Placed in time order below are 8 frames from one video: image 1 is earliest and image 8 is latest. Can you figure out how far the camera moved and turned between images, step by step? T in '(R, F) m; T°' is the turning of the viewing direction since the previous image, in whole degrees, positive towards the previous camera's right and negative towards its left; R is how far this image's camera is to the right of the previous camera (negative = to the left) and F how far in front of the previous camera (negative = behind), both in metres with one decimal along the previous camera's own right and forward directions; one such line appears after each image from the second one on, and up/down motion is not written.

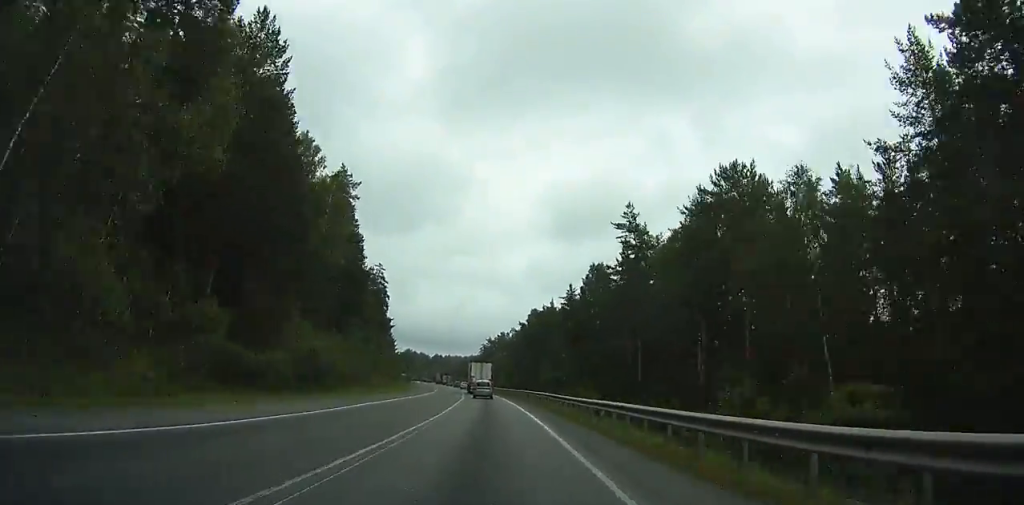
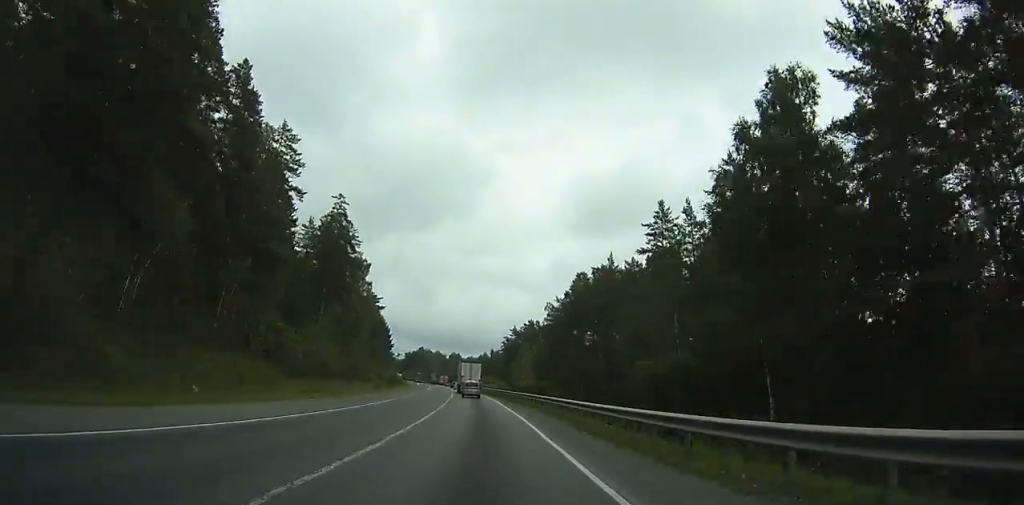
(-0.9, +52.1) m; -3°
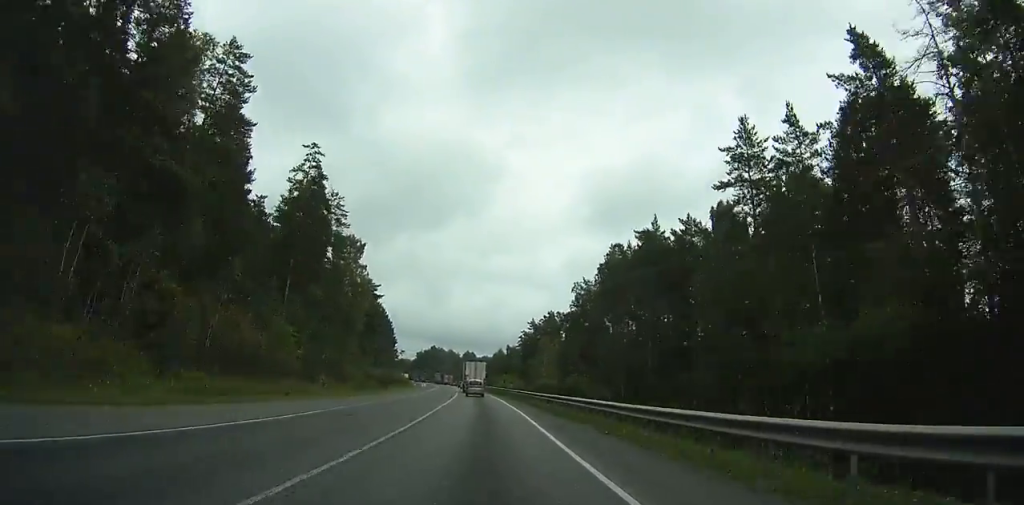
(-0.4, +19.0) m; -1°
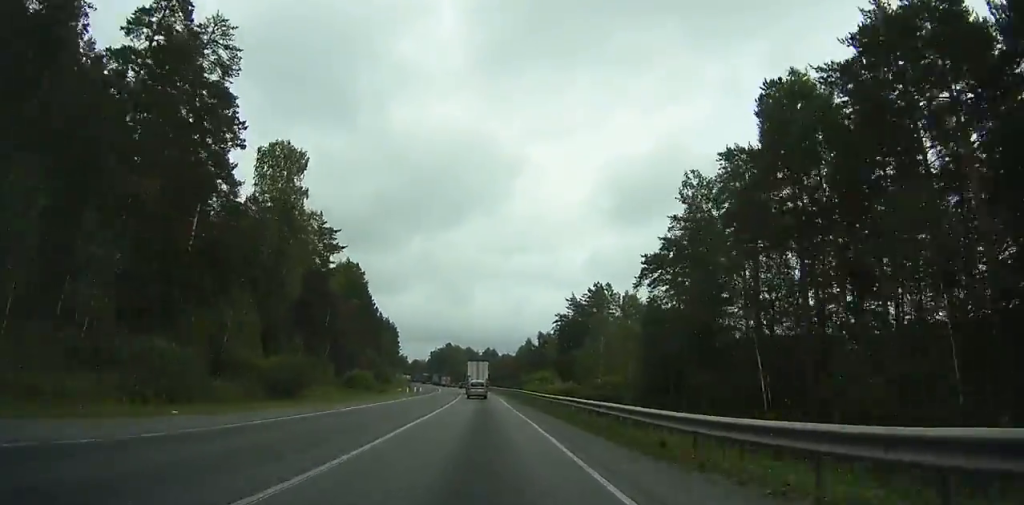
(-1.2, +45.0) m; -3°
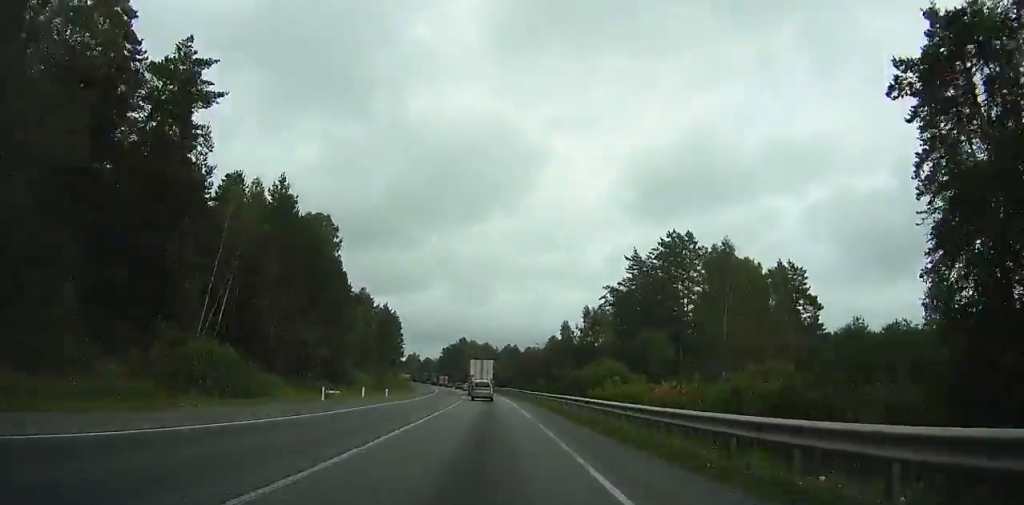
(-0.9, +39.3) m; -2°
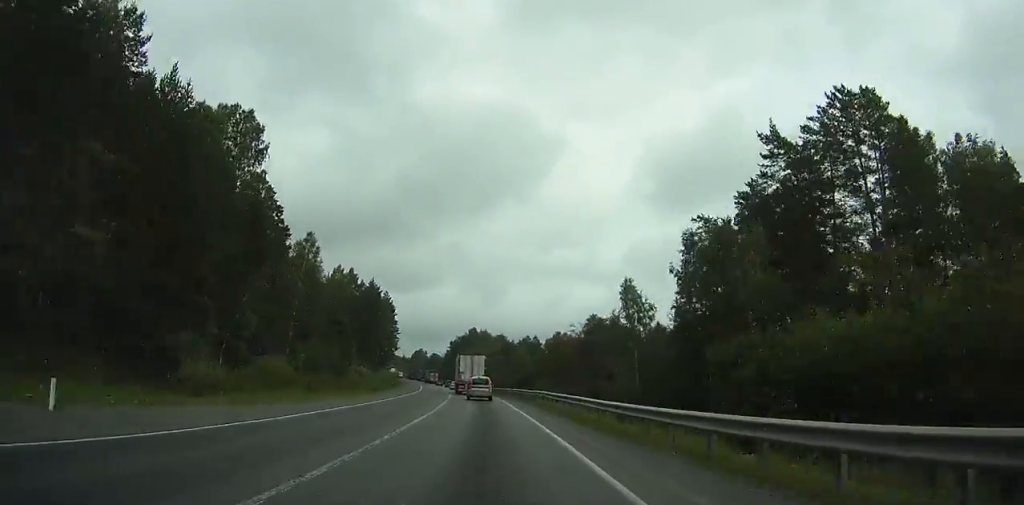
(-0.6, +40.4) m; -2°
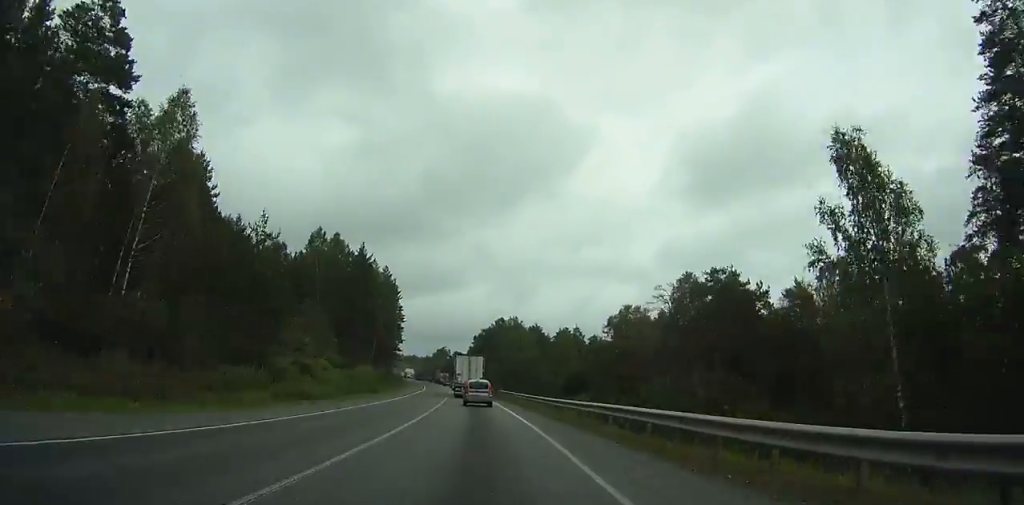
(-0.7, +38.2) m; -3°
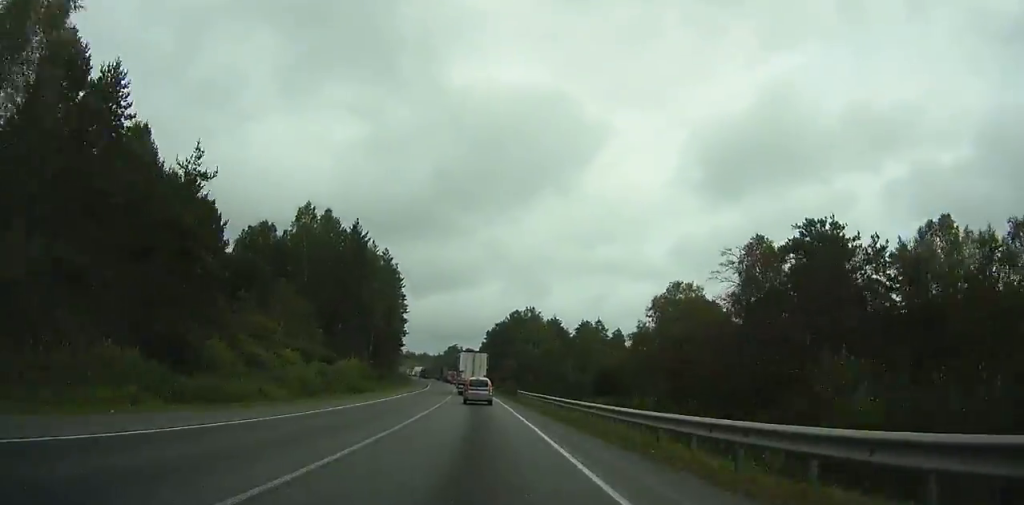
(0.0, +15.0) m; -1°
